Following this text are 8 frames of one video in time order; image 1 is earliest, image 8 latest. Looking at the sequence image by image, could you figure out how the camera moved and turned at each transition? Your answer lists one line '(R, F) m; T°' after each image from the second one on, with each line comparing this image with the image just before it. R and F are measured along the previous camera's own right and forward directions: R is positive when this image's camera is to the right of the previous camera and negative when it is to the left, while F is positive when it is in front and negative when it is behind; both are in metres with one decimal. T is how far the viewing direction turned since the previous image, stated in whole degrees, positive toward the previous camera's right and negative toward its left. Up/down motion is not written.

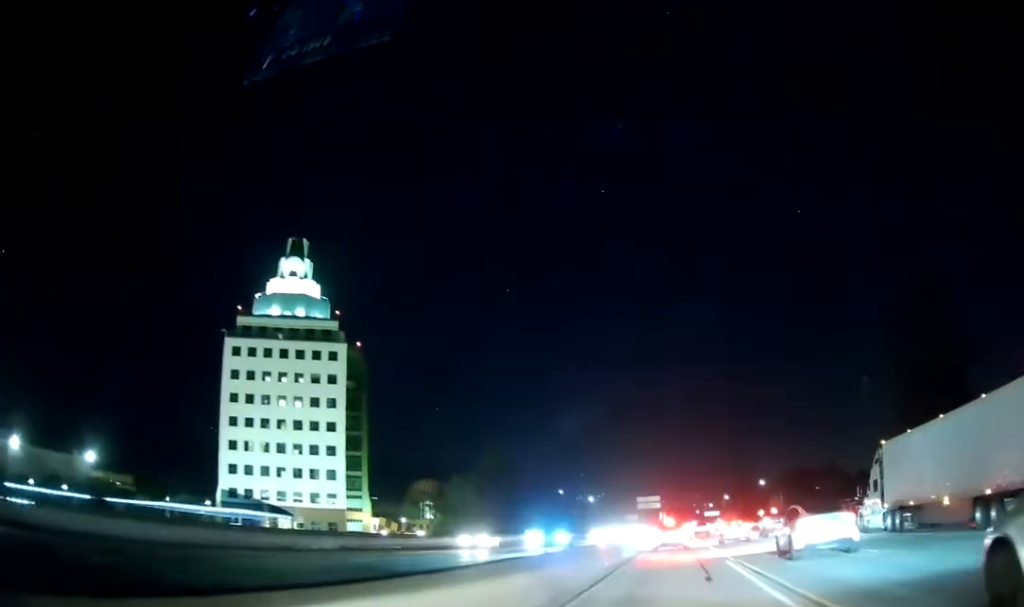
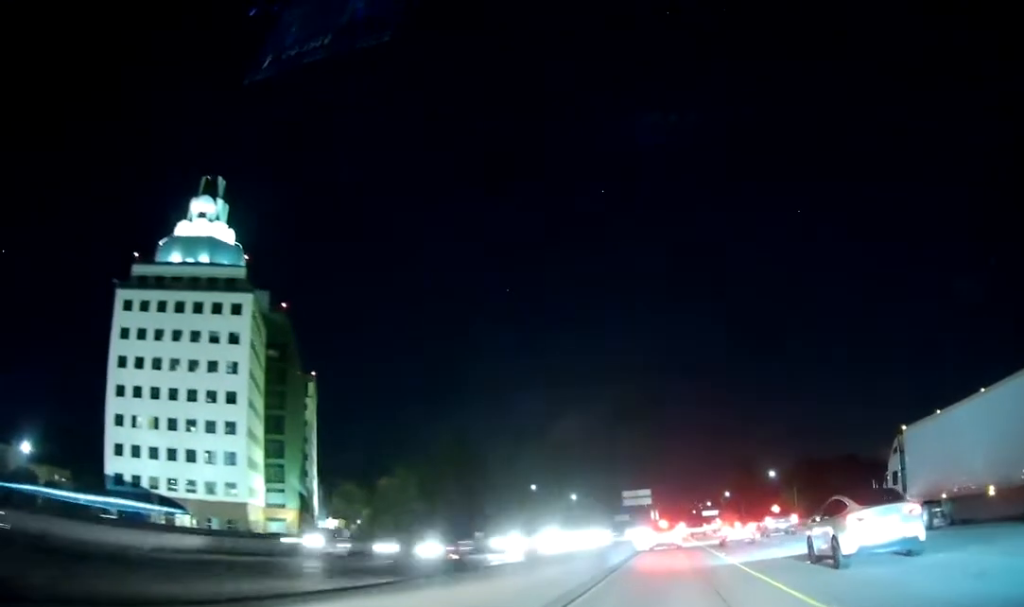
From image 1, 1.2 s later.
(-0.2, +31.2) m; 0°
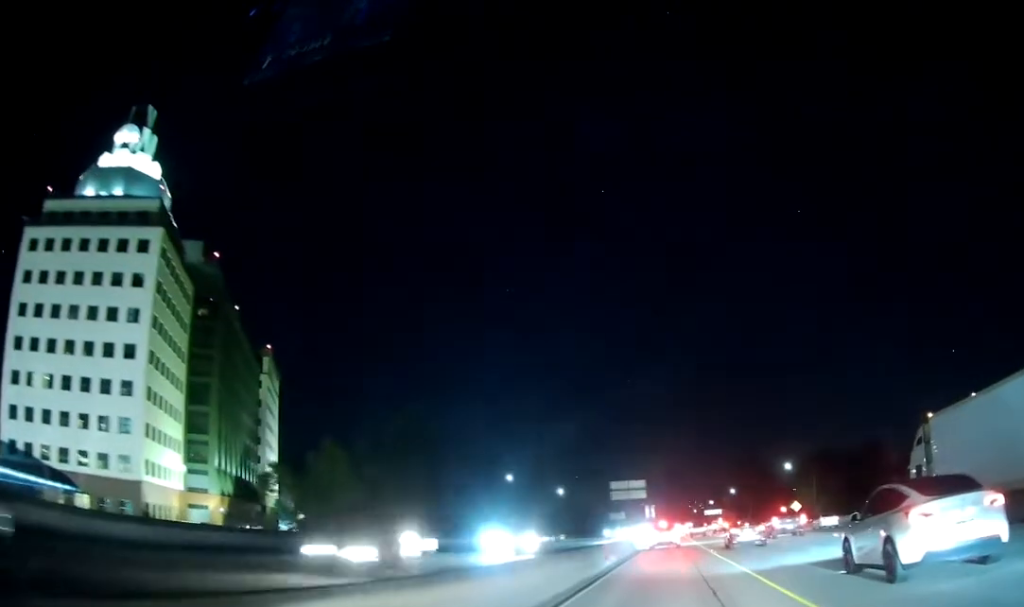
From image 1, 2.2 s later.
(+0.1, +23.5) m; 0°
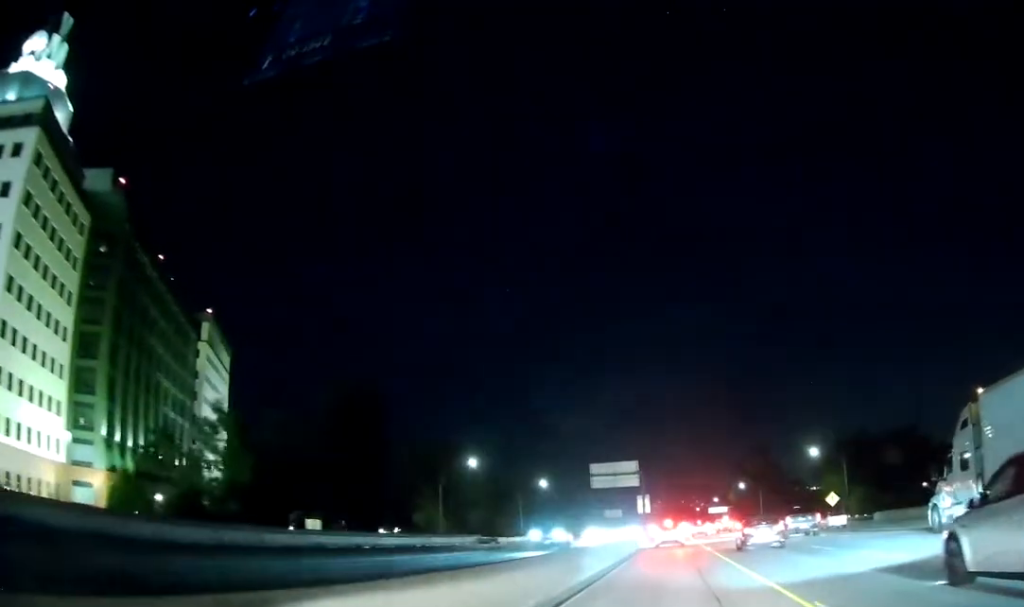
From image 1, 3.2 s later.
(-0.1, +26.1) m; 0°
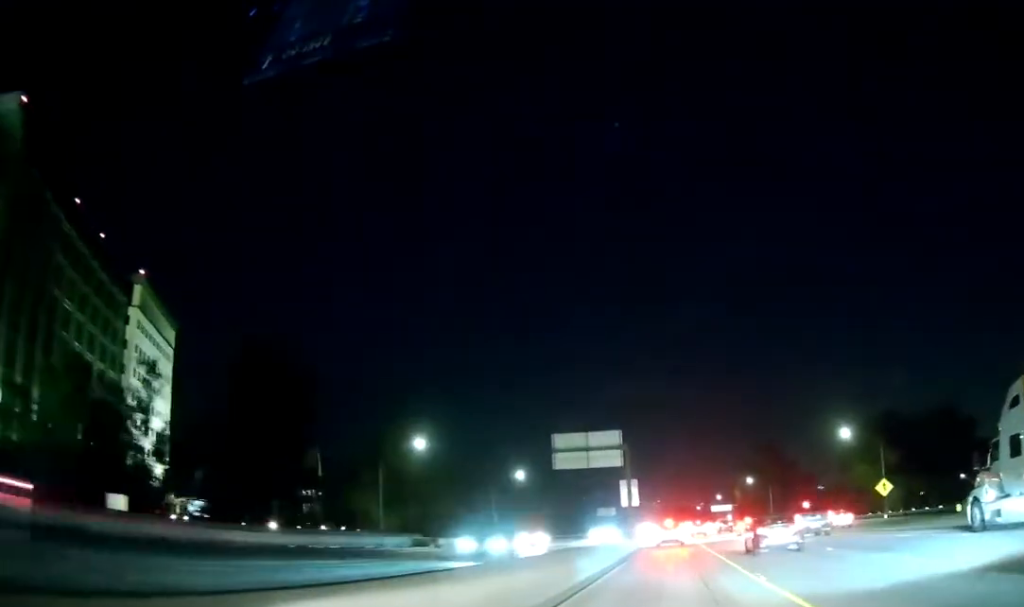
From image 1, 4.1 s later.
(0.0, +23.7) m; 0°
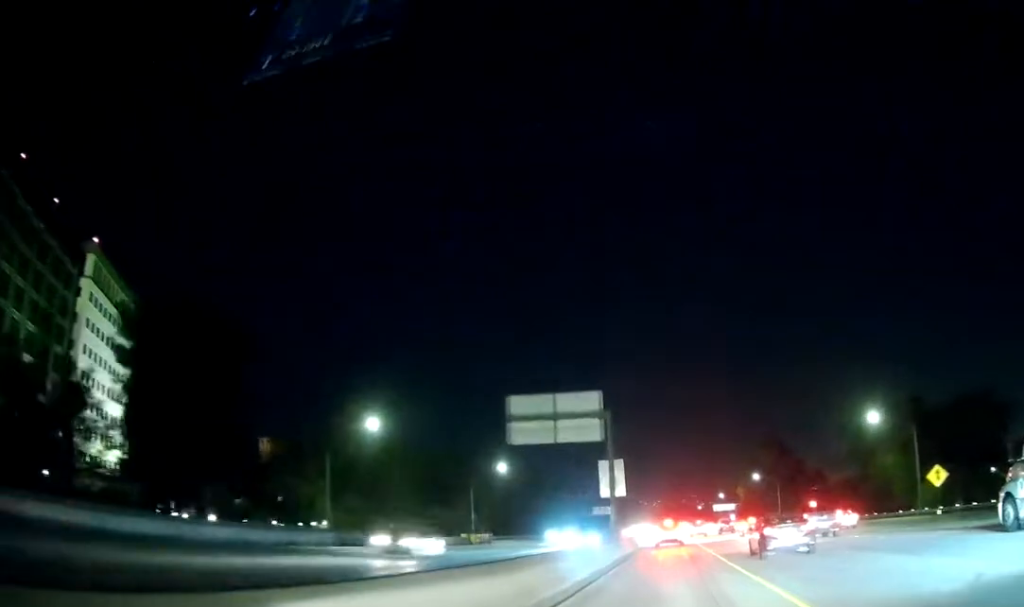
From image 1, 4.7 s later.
(+0.1, +14.4) m; 0°
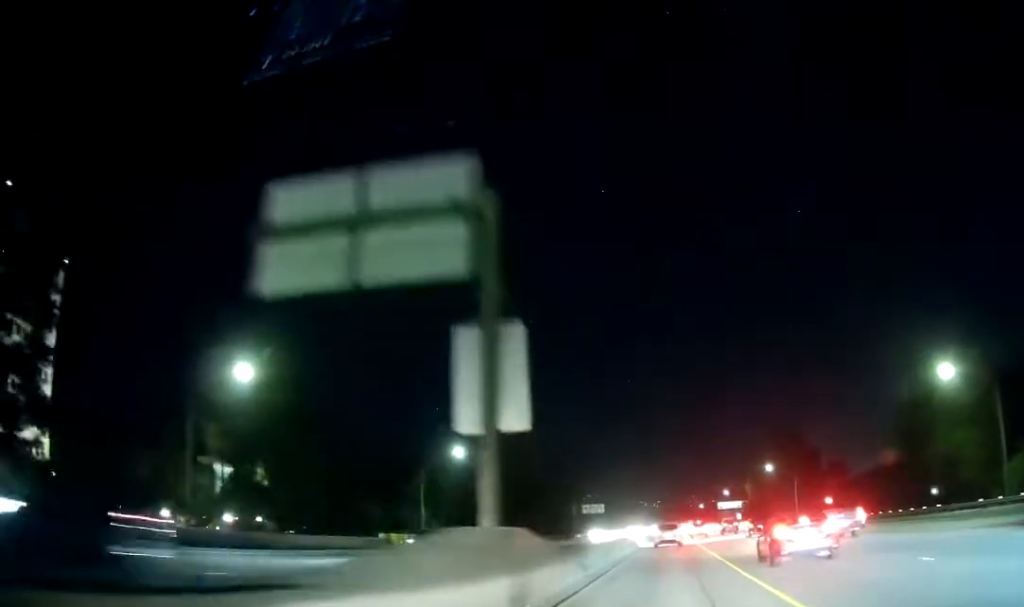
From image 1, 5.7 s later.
(0.0, +25.0) m; 0°
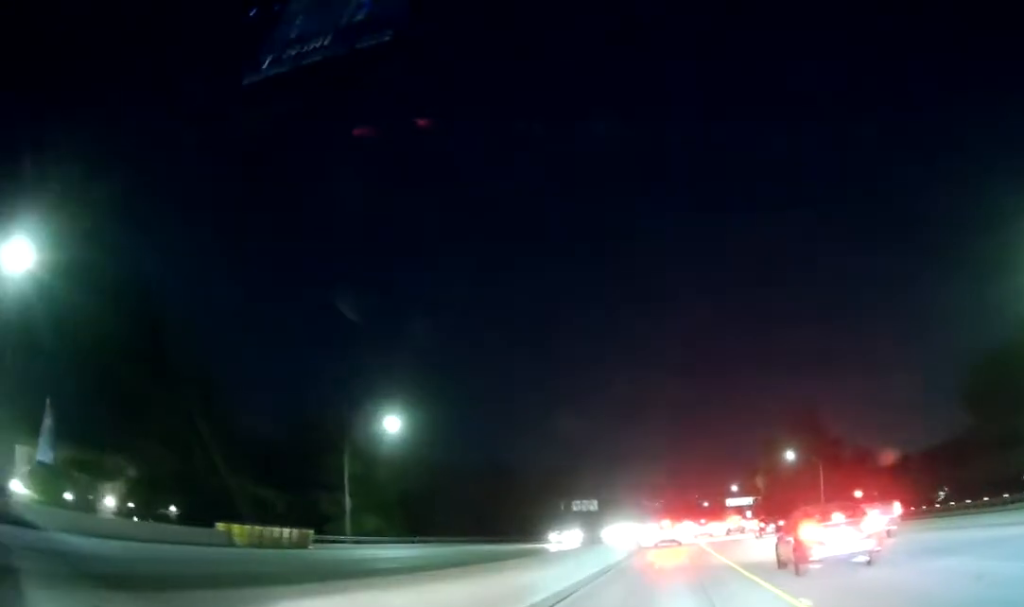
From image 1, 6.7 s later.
(0.0, +24.6) m; 0°
